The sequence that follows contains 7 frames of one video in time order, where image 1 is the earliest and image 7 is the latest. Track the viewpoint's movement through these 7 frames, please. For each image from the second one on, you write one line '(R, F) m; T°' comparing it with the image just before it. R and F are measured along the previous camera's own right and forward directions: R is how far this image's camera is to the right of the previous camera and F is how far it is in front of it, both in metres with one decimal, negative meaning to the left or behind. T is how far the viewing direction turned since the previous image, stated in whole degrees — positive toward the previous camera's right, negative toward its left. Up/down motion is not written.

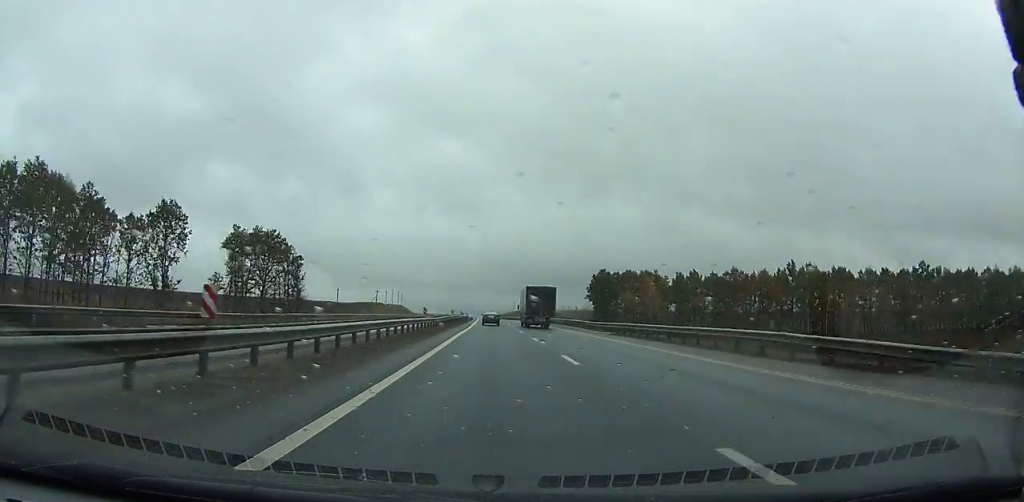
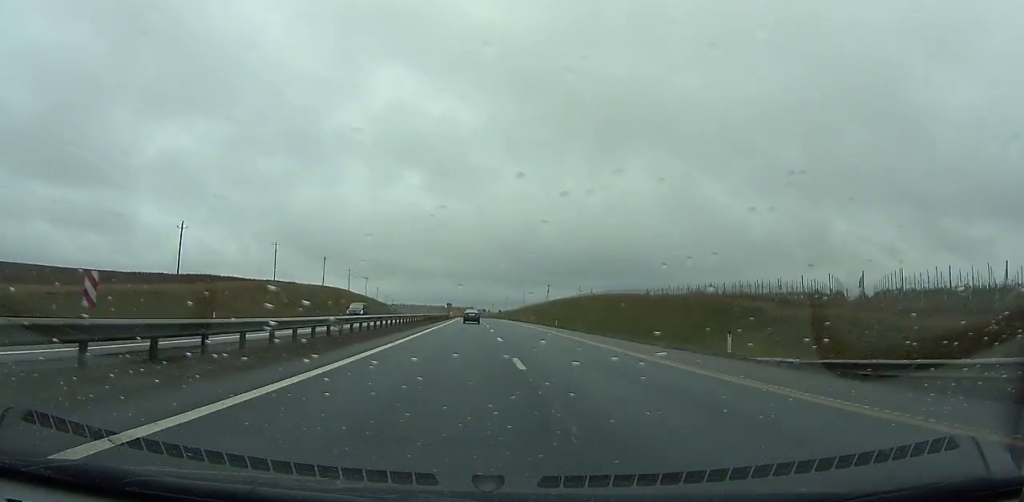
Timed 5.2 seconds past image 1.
(-2.3, +178.3) m; -2°
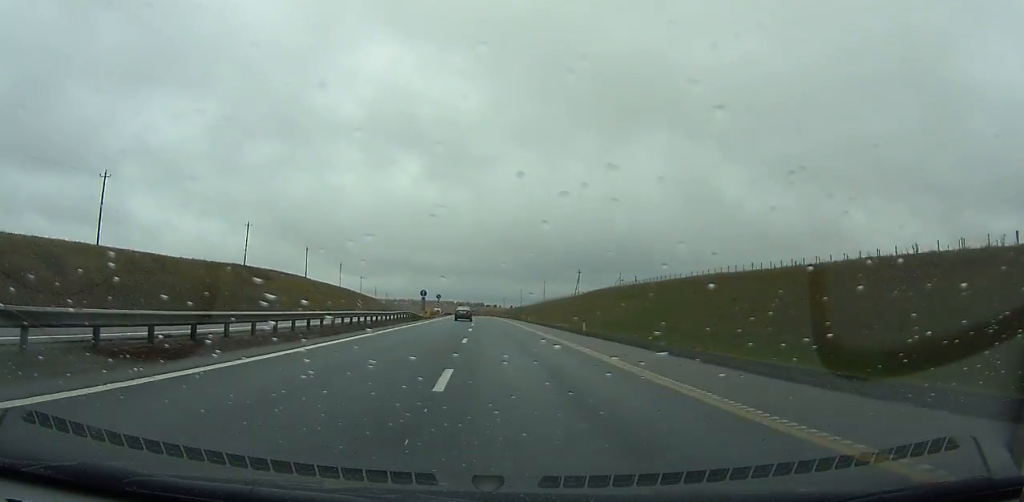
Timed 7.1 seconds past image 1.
(-0.6, +64.0) m; -1°
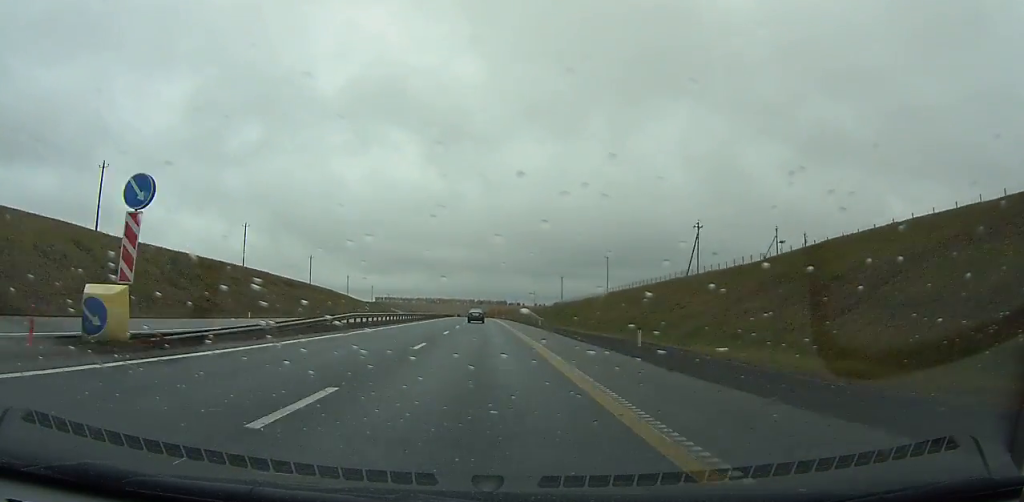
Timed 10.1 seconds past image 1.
(-1.4, +100.3) m; -2°
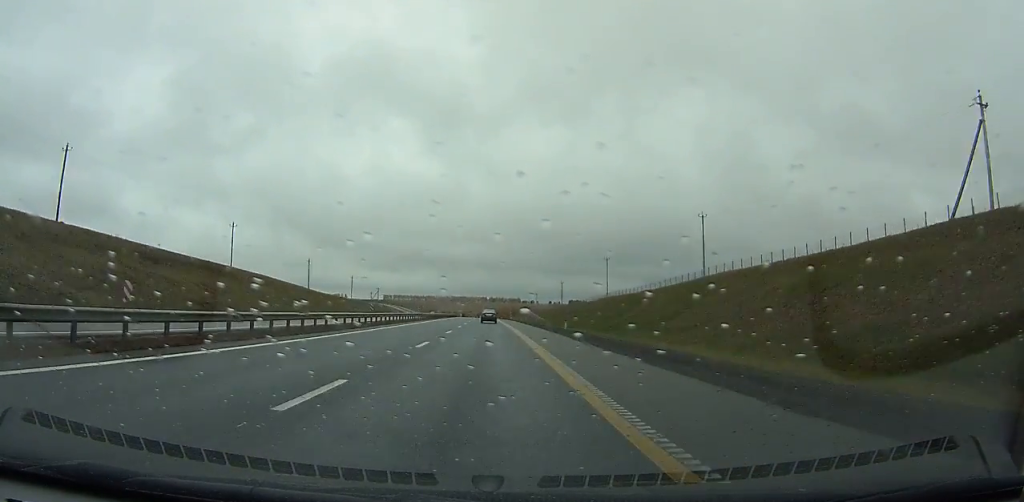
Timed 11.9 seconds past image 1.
(-0.4, +59.8) m; -1°
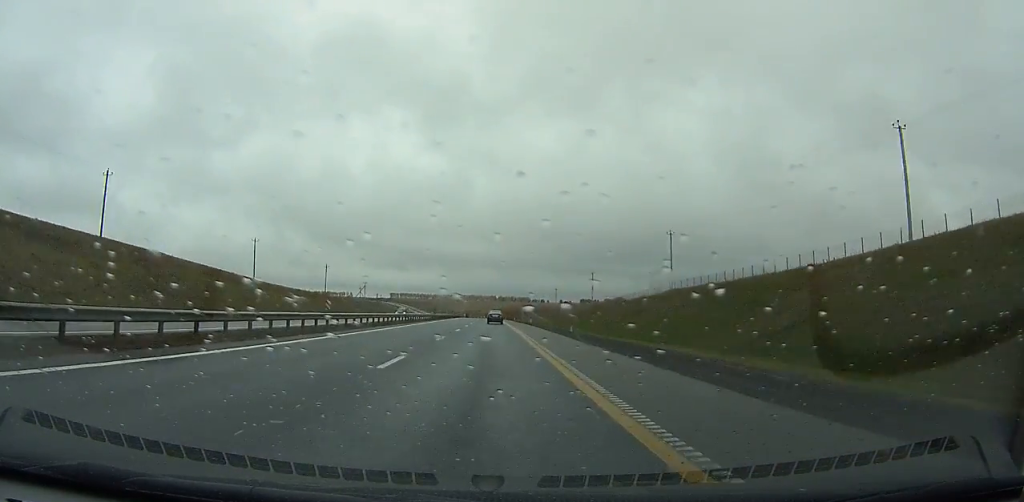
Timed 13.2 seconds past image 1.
(-0.5, +43.0) m; -1°
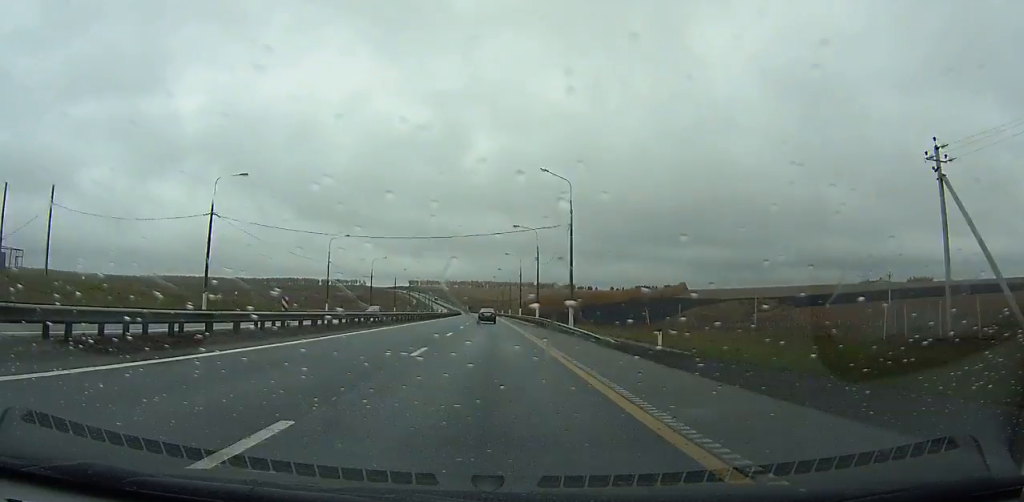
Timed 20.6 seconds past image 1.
(-7.9, +244.4) m; -4°
